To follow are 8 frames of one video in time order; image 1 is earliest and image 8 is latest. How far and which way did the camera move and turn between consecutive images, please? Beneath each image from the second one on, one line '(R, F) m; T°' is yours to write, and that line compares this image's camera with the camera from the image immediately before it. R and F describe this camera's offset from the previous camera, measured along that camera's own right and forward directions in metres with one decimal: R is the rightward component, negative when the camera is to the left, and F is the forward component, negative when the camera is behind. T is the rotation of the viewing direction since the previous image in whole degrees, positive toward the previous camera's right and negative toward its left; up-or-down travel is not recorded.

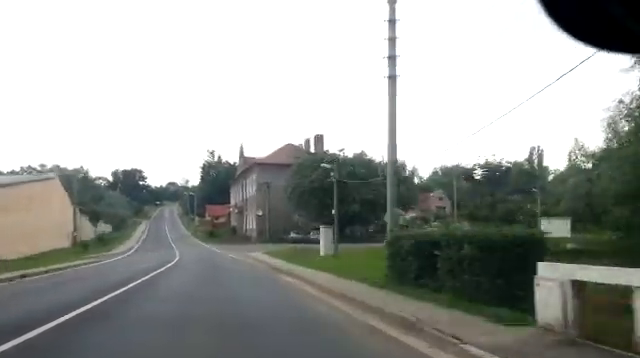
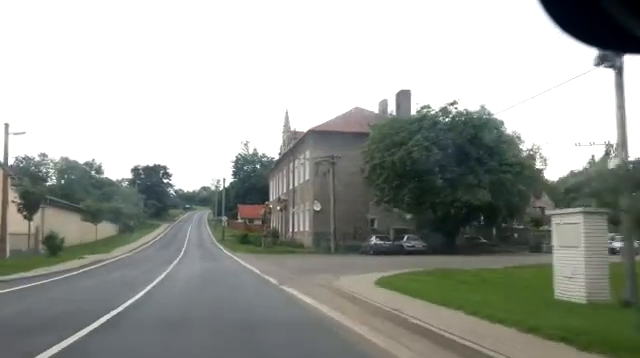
(-0.1, +23.0) m; -2°
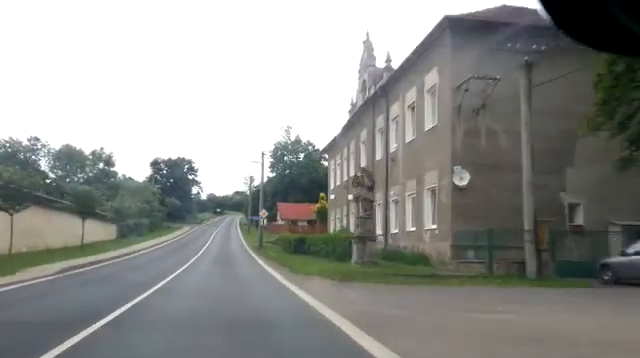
(-0.6, +22.0) m; -2°
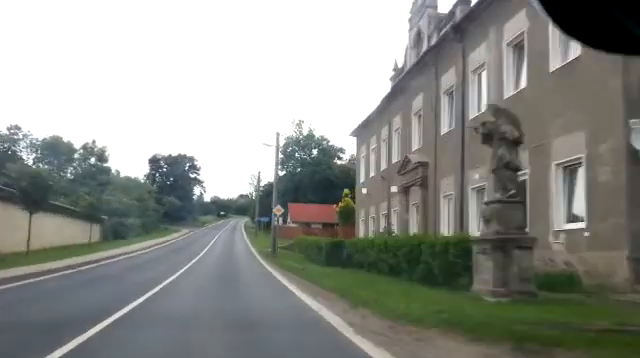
(0.0, +8.8) m; 0°
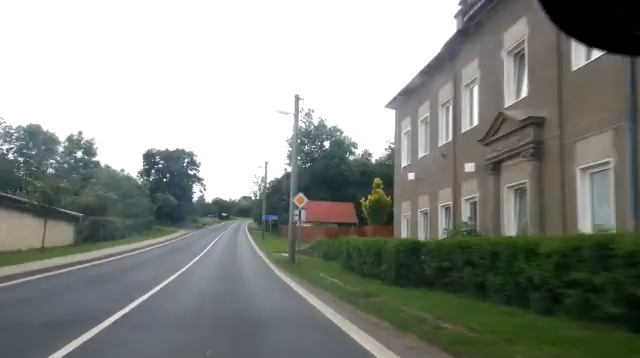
(0.0, +8.3) m; 0°
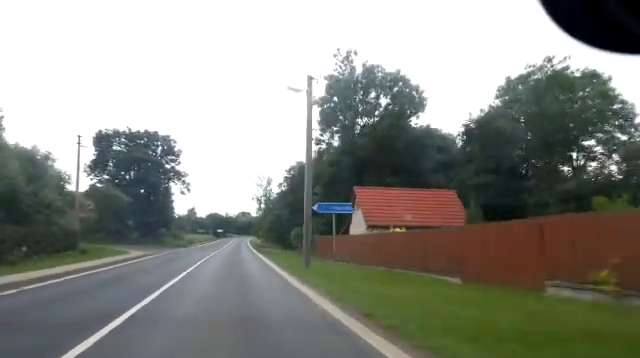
(0.0, +28.5) m; 0°
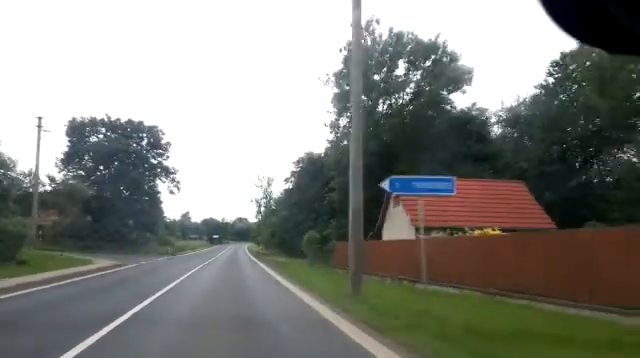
(0.0, +8.0) m; 0°
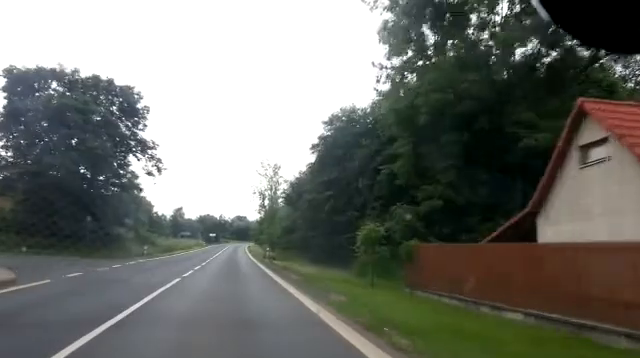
(0.0, +13.0) m; 0°
